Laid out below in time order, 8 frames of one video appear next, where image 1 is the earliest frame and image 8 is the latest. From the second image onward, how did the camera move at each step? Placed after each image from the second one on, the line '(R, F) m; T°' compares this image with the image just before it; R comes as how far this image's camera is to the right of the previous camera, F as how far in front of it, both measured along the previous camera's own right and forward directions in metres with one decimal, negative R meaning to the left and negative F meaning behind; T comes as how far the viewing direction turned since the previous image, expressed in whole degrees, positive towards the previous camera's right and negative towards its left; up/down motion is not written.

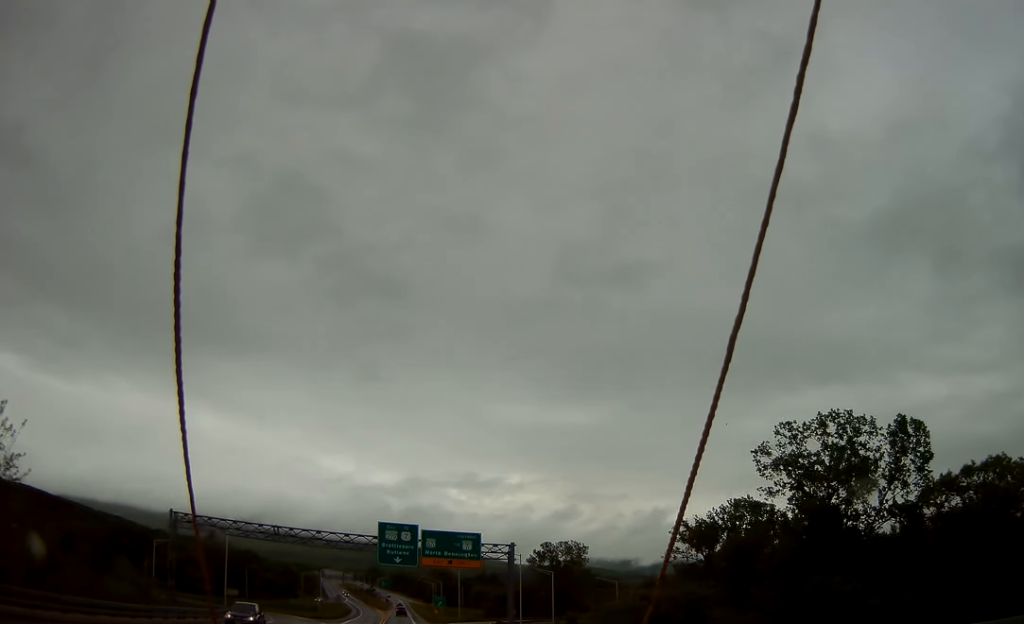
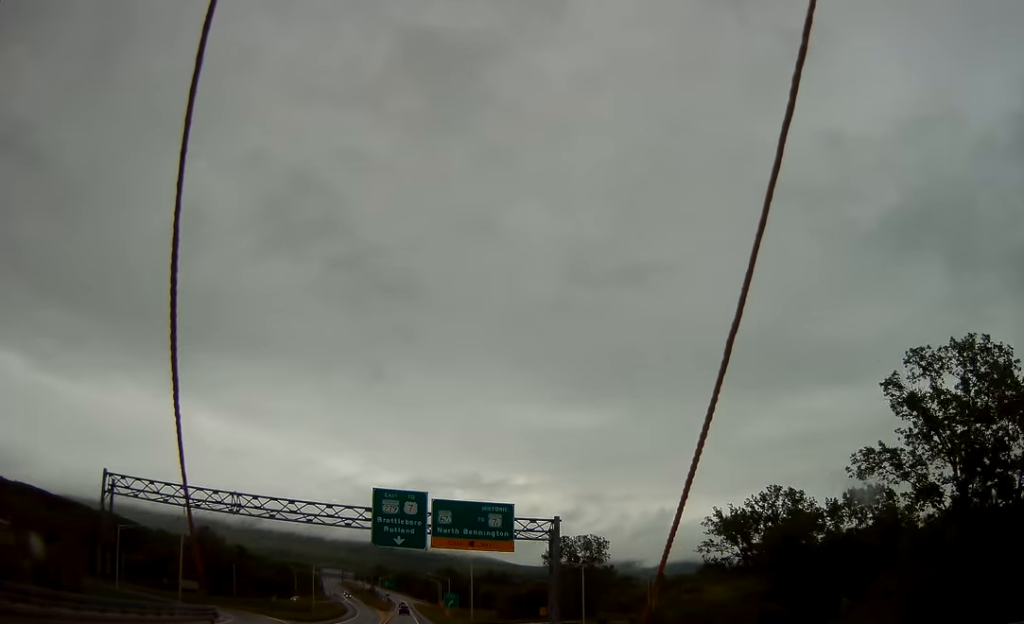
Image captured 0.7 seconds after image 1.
(-0.2, +17.6) m; -1°
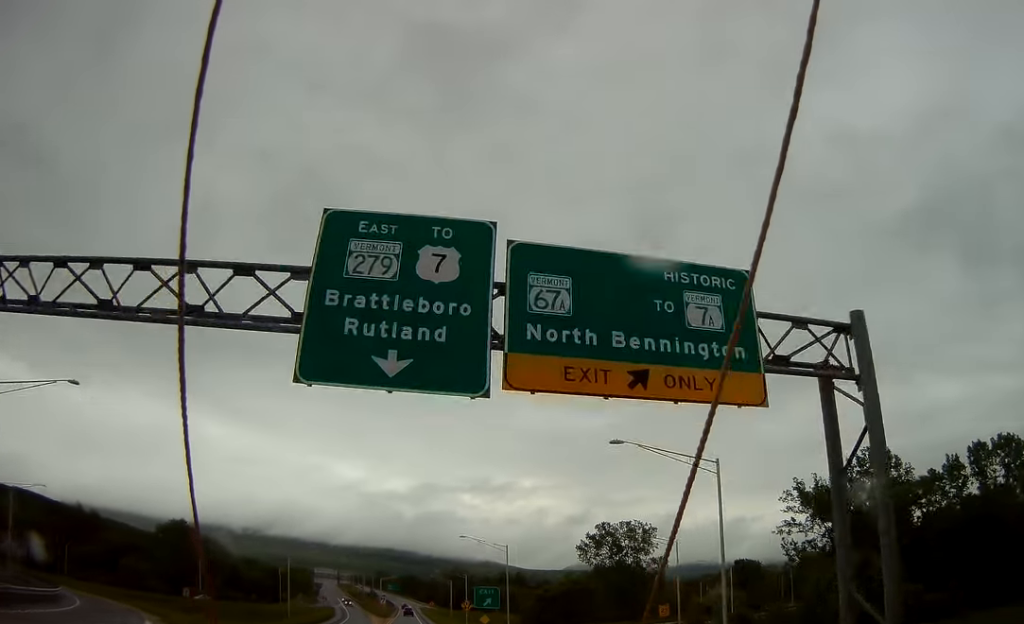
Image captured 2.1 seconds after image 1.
(0.0, +33.6) m; 0°
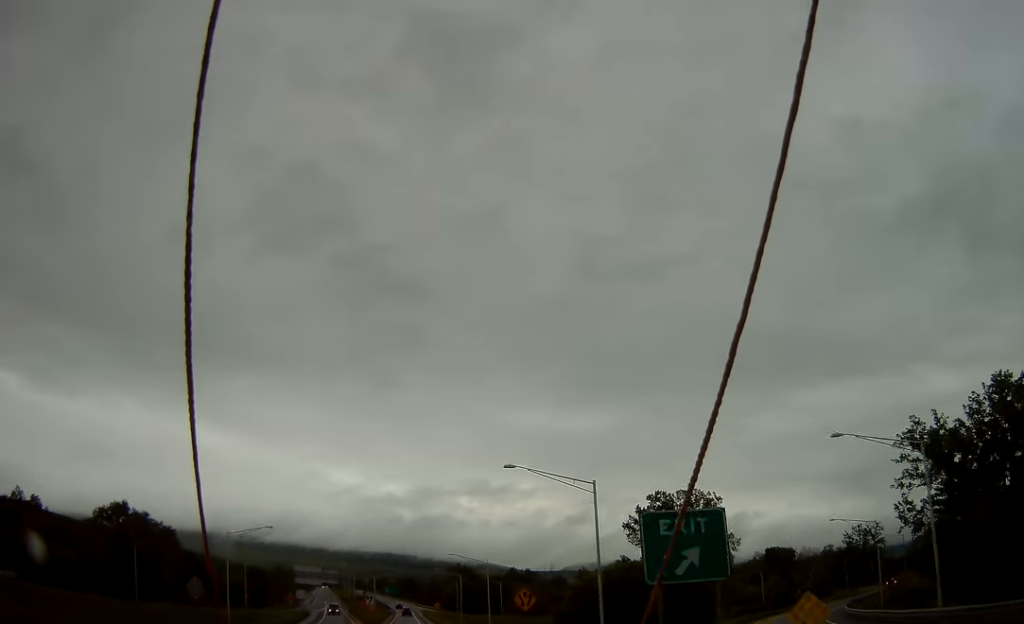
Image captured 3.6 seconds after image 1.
(0.0, +35.4) m; -1°
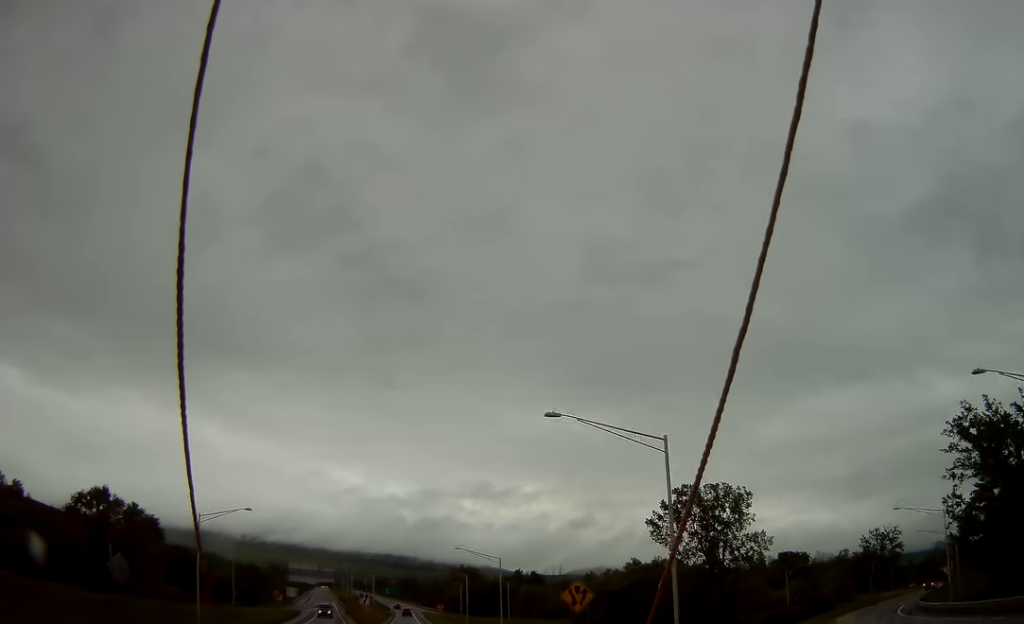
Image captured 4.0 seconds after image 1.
(-0.2, +10.6) m; 0°
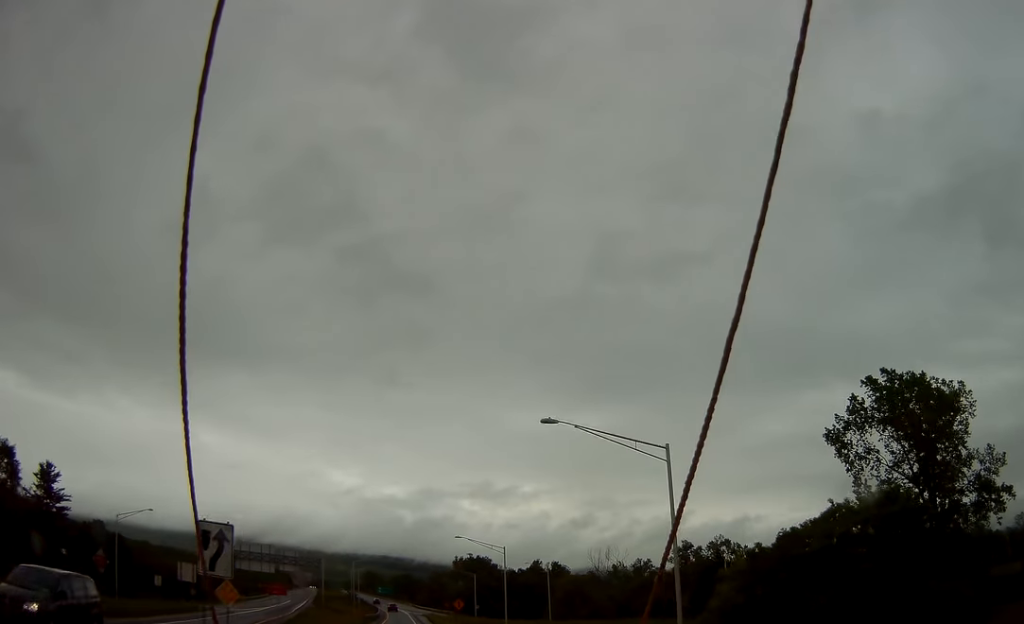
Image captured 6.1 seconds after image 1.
(+0.4, +51.2) m; +1°
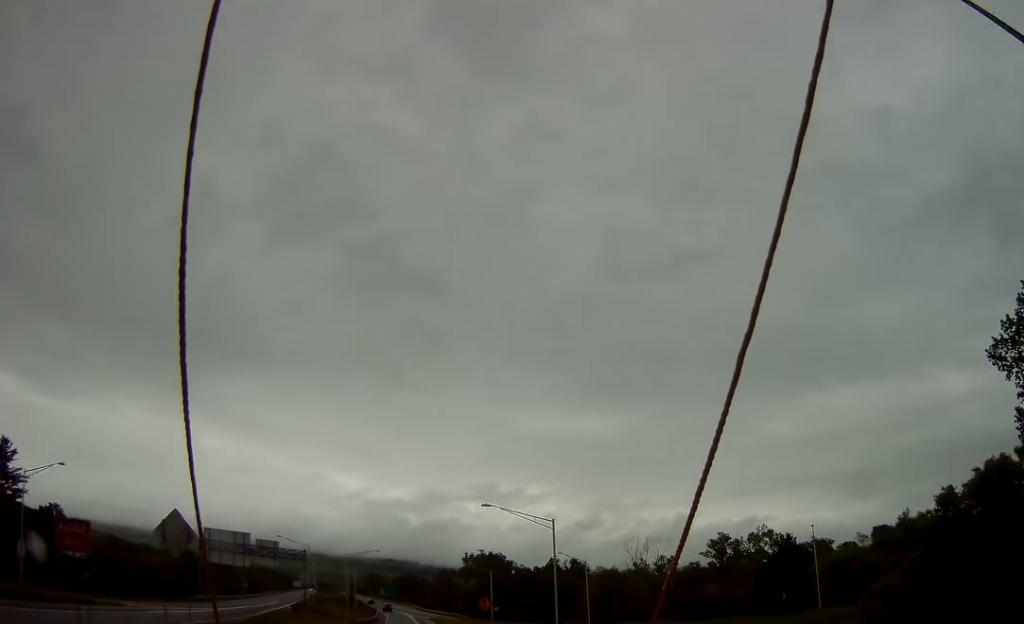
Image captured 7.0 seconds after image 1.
(0.0, +22.0) m; 0°
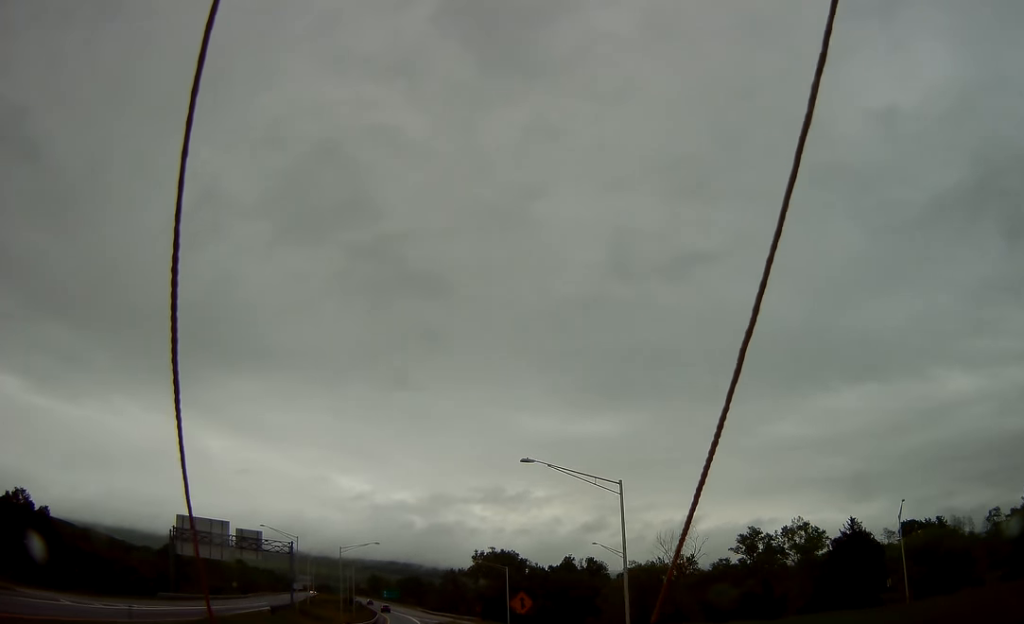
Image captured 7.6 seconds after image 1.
(+0.1, +14.6) m; -1°
